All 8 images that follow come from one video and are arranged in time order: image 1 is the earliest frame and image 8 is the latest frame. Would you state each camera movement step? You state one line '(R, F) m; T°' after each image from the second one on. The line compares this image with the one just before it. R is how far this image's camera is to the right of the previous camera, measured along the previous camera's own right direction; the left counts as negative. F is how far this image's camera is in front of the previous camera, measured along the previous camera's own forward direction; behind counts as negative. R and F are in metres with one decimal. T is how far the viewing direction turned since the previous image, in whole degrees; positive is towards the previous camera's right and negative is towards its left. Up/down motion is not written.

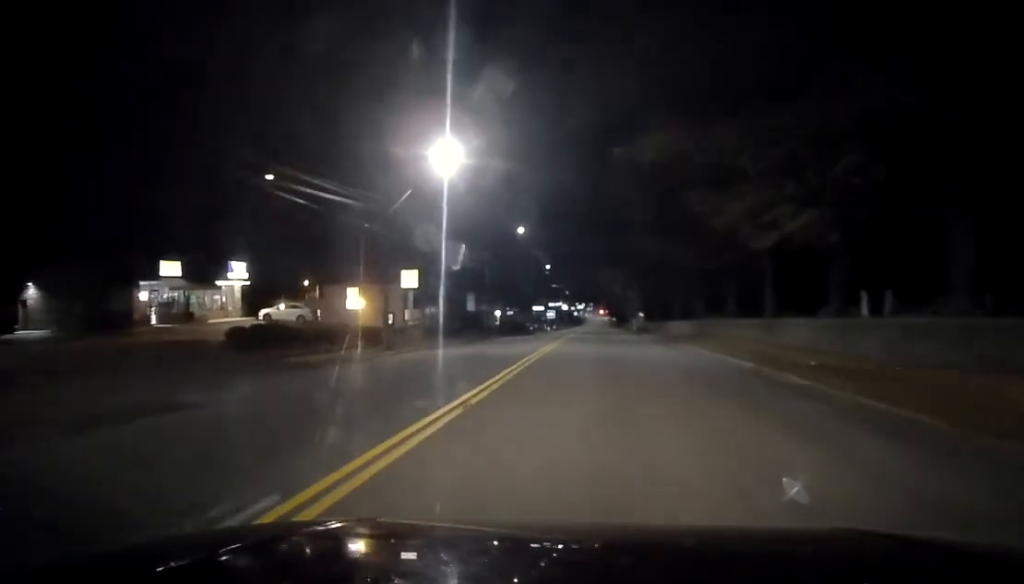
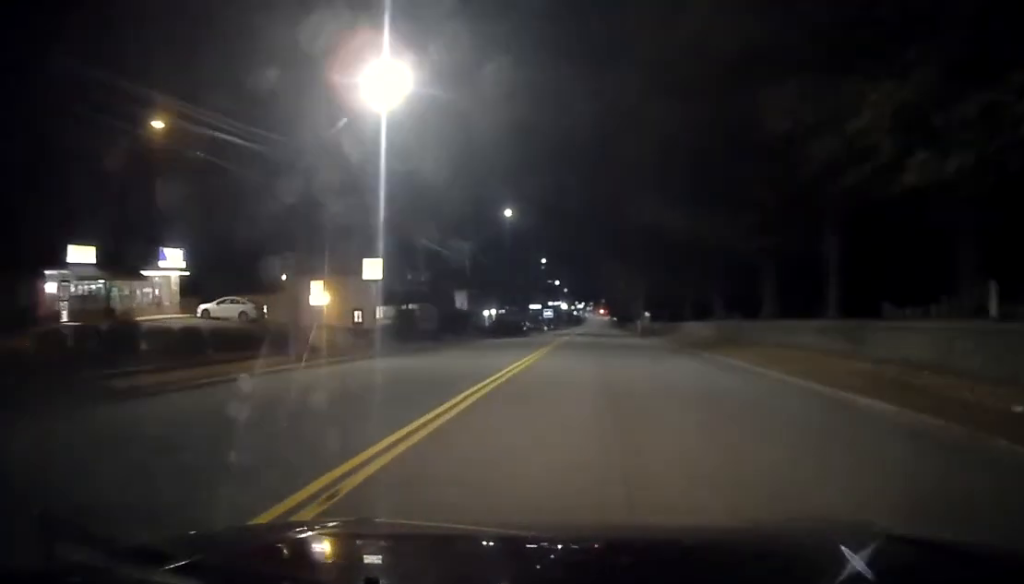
(0.0, +9.1) m; 0°
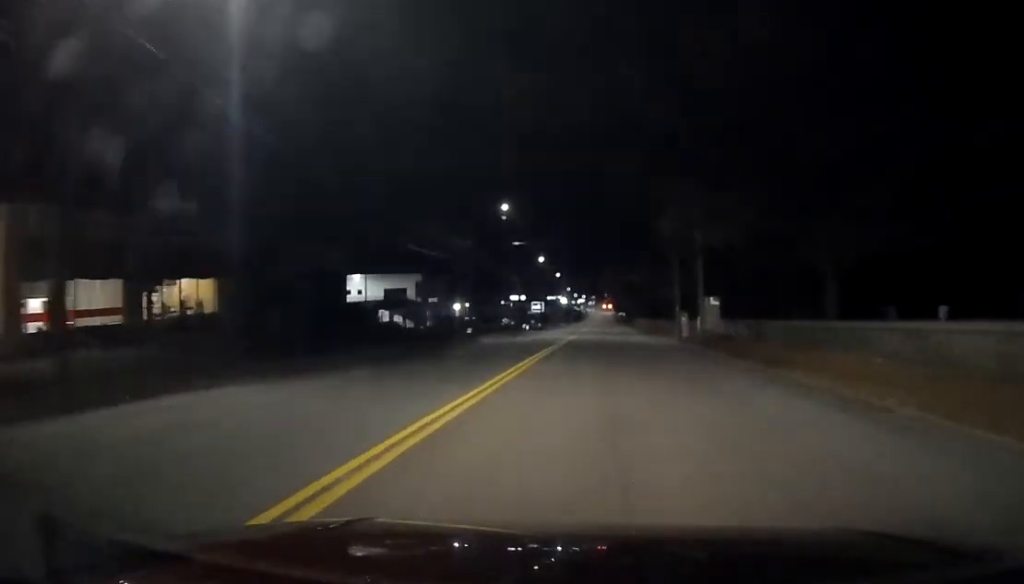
(+0.7, +39.8) m; +1°
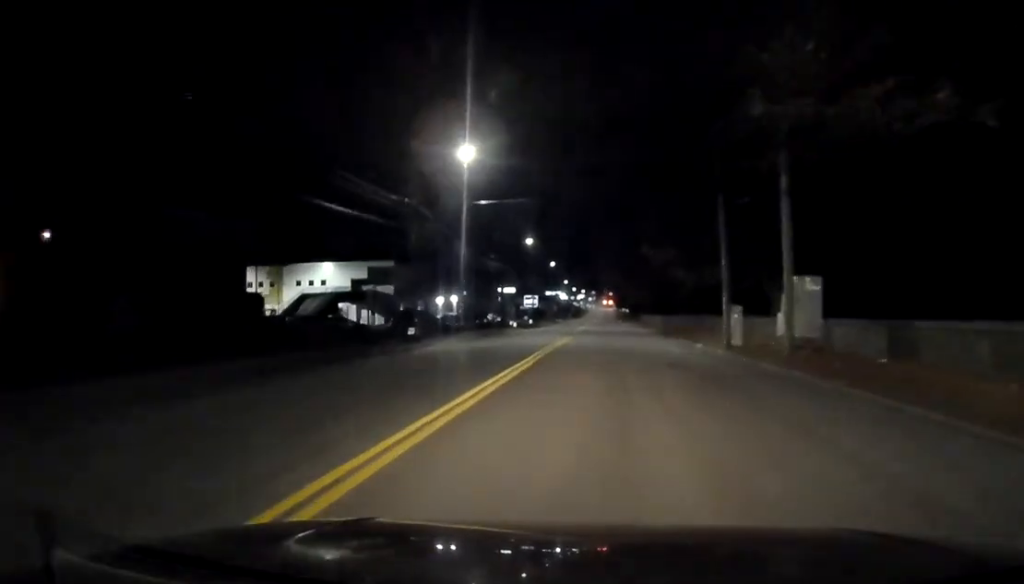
(-0.4, +15.6) m; -2°
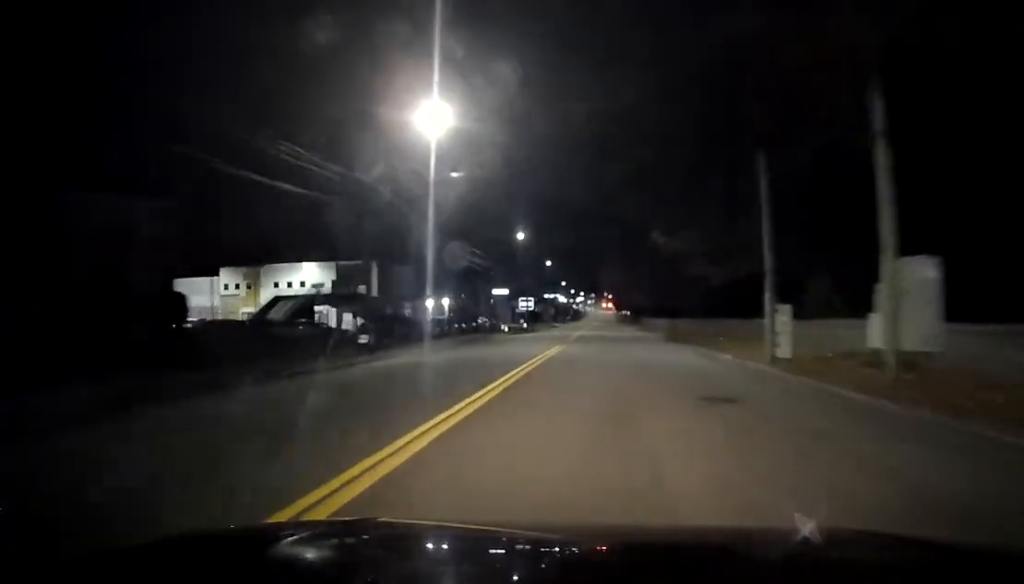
(0.0, +7.3) m; +1°
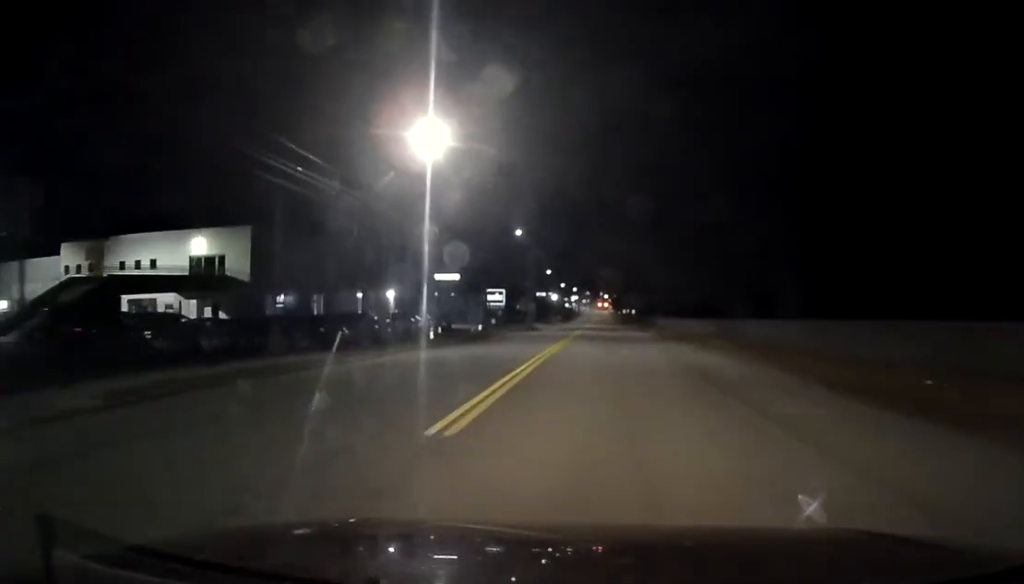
(+0.6, +31.6) m; +1°
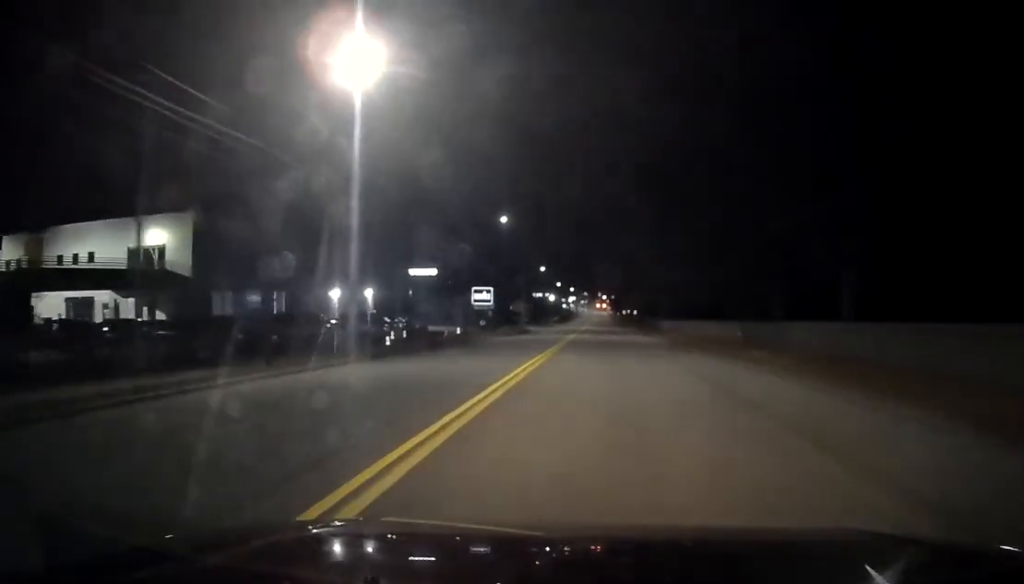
(0.0, +8.6) m; -1°
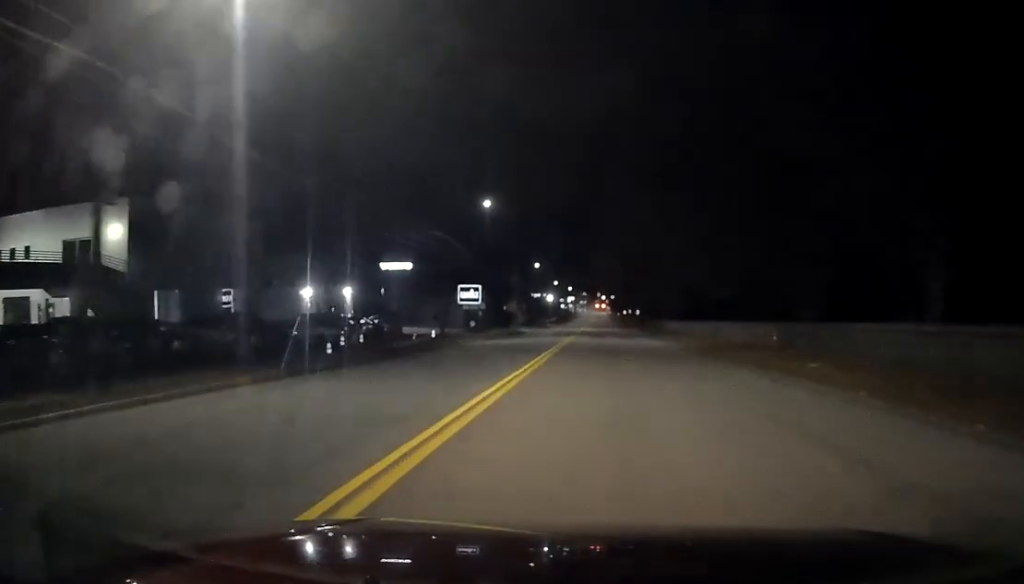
(0.0, +7.5) m; 0°
